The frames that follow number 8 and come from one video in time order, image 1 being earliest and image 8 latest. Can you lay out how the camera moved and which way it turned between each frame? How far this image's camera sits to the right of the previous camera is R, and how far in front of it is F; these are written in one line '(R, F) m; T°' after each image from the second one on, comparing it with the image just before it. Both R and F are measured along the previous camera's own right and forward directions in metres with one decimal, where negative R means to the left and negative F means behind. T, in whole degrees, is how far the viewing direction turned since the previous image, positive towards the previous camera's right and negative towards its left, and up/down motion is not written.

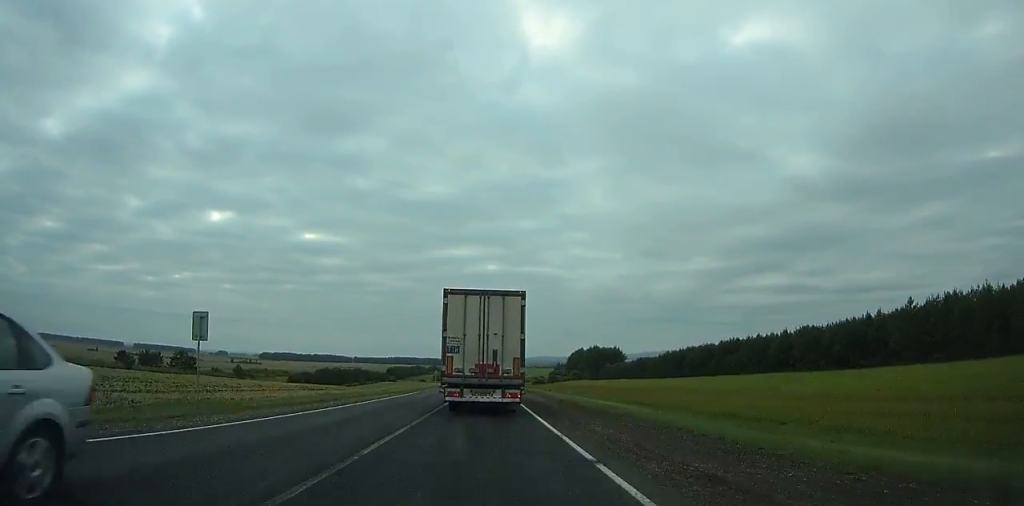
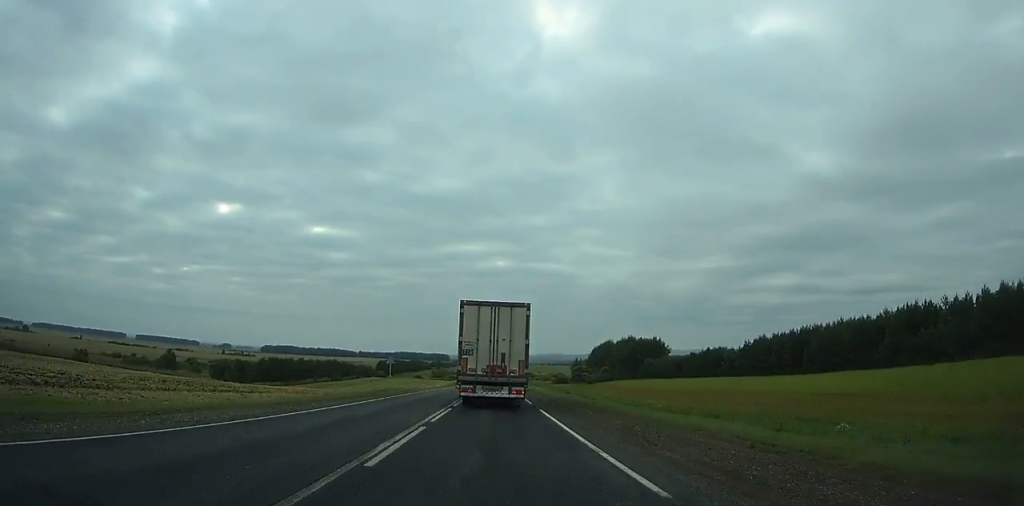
(0.0, +63.3) m; 0°
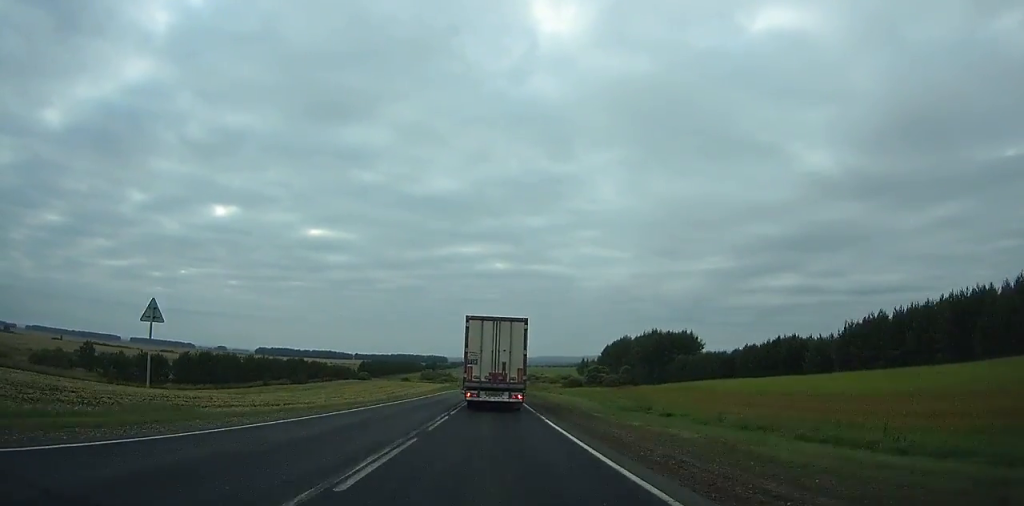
(-0.1, +41.9) m; 0°
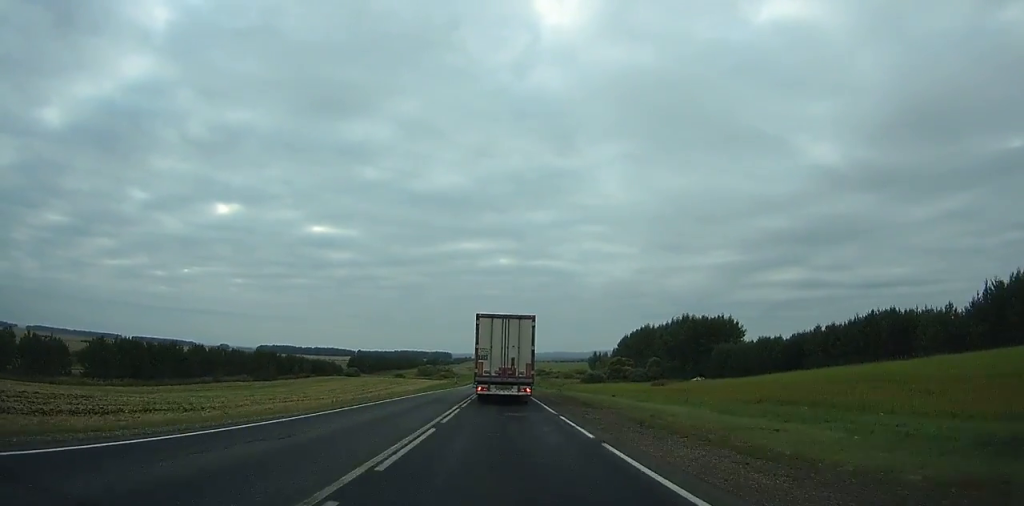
(0.0, +30.5) m; 0°
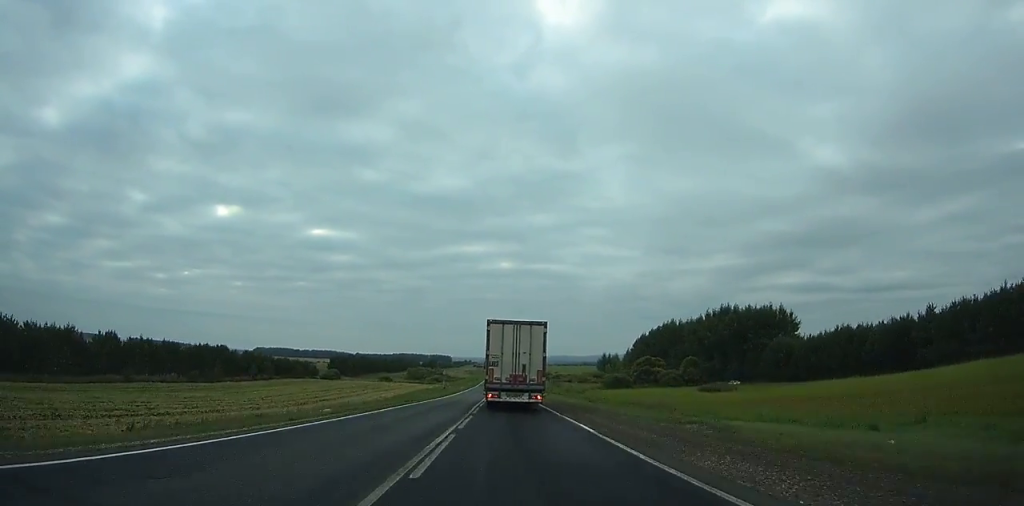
(-0.1, +30.8) m; 0°
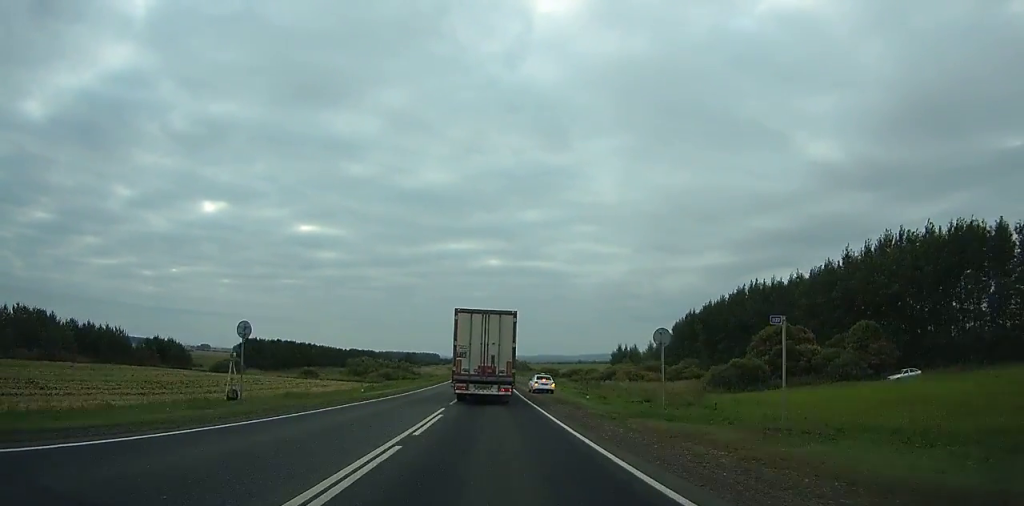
(+0.3, +72.0) m; 0°
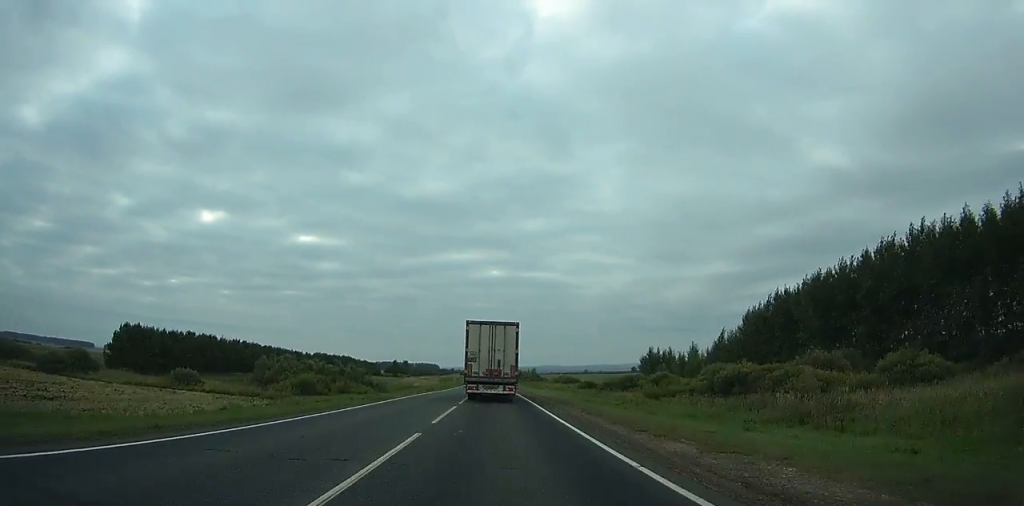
(0.0, +58.9) m; 0°
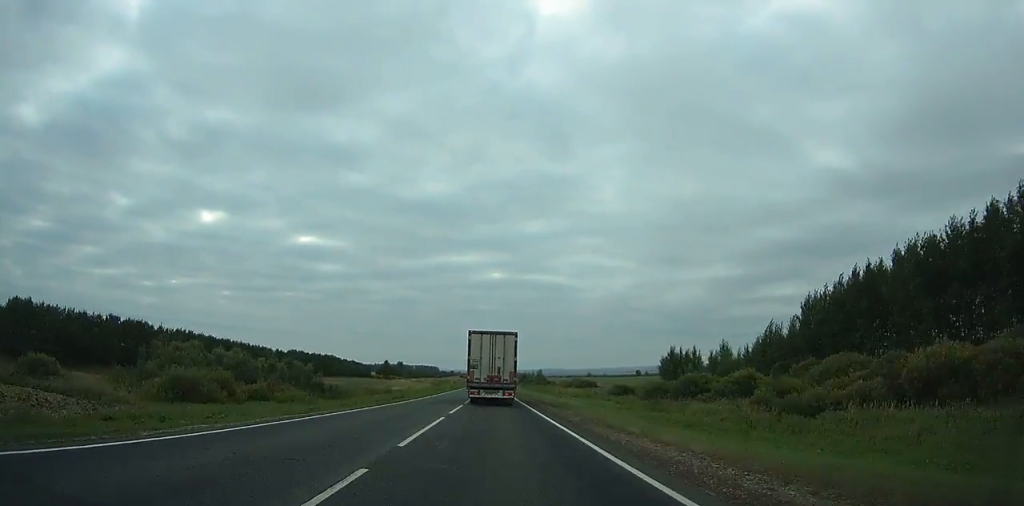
(0.0, +29.9) m; 0°
